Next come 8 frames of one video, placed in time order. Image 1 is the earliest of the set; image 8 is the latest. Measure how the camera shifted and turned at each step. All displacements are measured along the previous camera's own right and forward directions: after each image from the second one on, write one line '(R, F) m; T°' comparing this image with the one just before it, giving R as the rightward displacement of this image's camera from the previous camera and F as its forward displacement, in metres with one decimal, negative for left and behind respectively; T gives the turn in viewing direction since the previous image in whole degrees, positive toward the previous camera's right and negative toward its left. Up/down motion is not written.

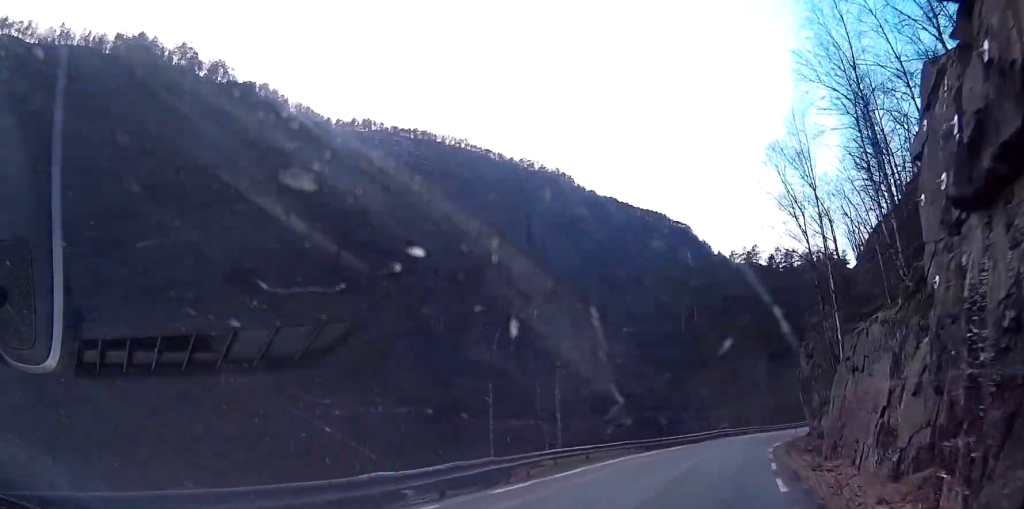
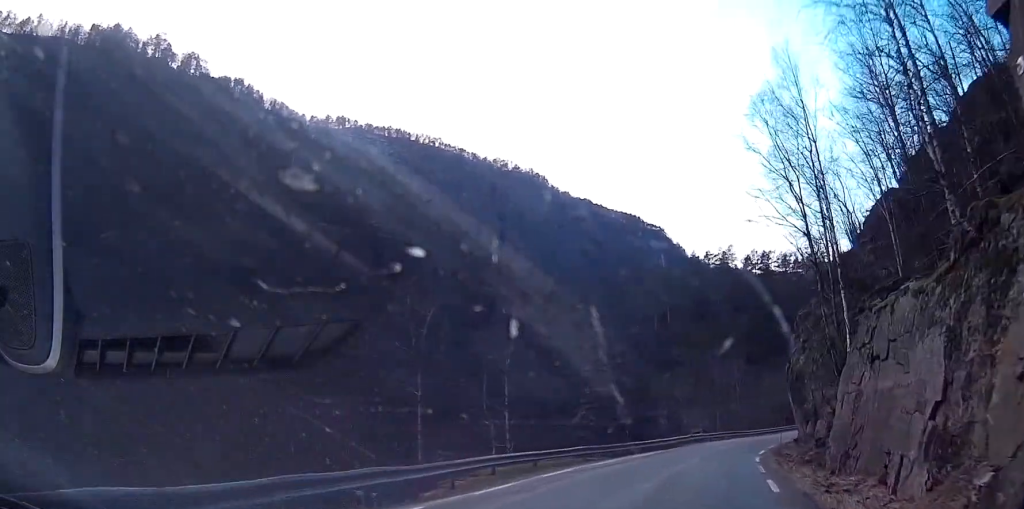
(-0.1, +5.1) m; +2°
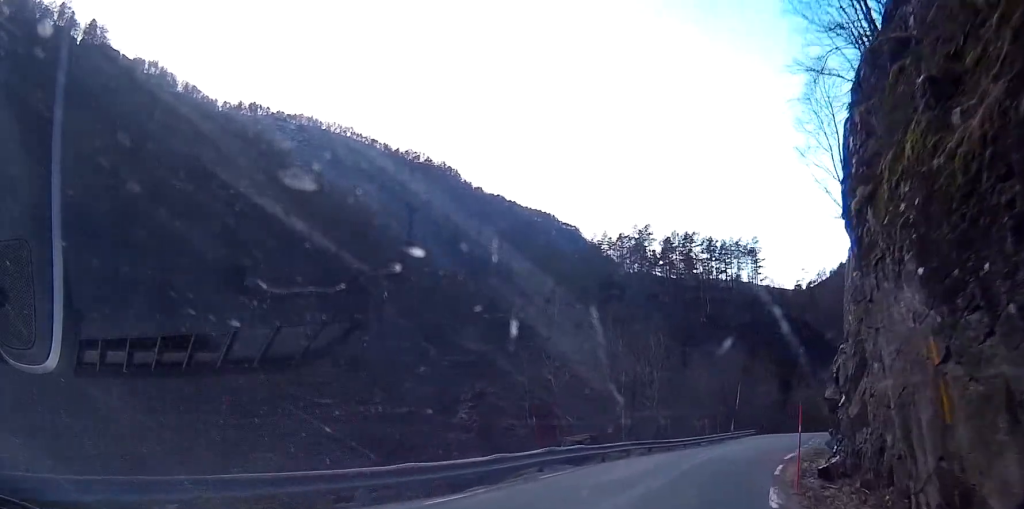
(+1.2, +24.2) m; +6°
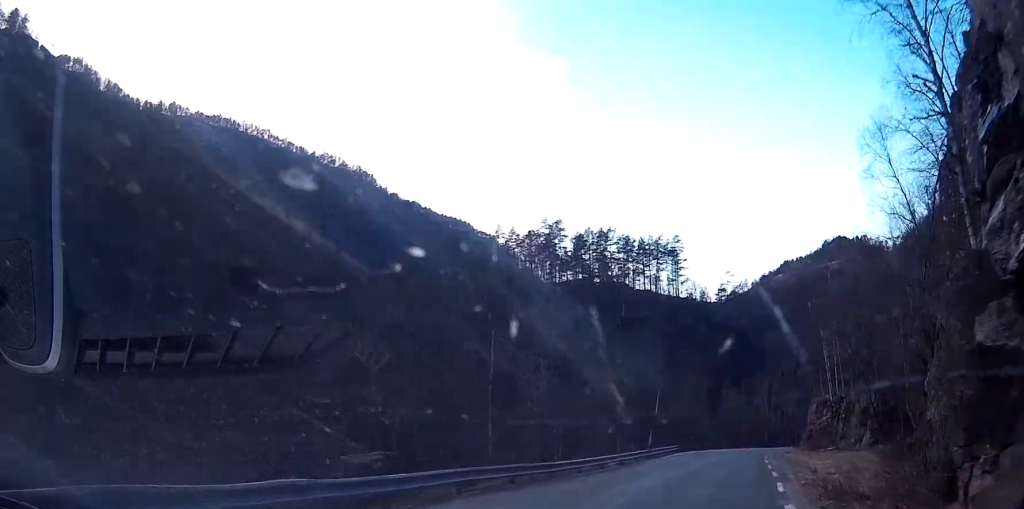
(+0.8, +13.0) m; +8°
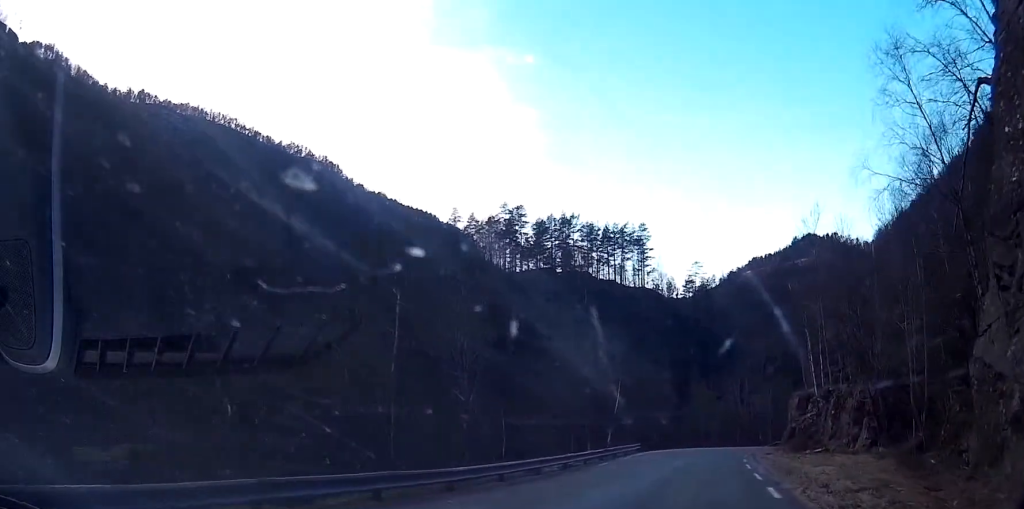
(+0.1, +6.4) m; +4°
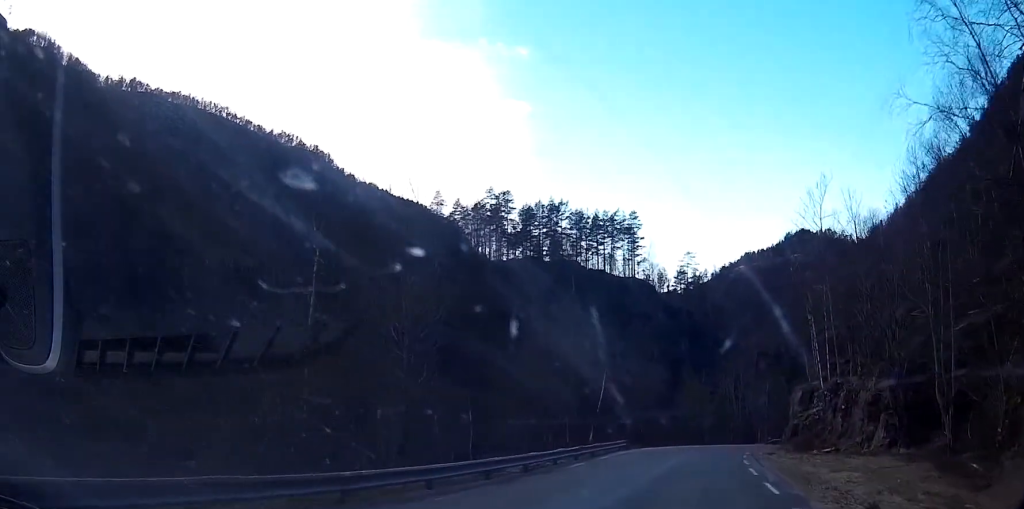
(+0.3, +4.5) m; +2°
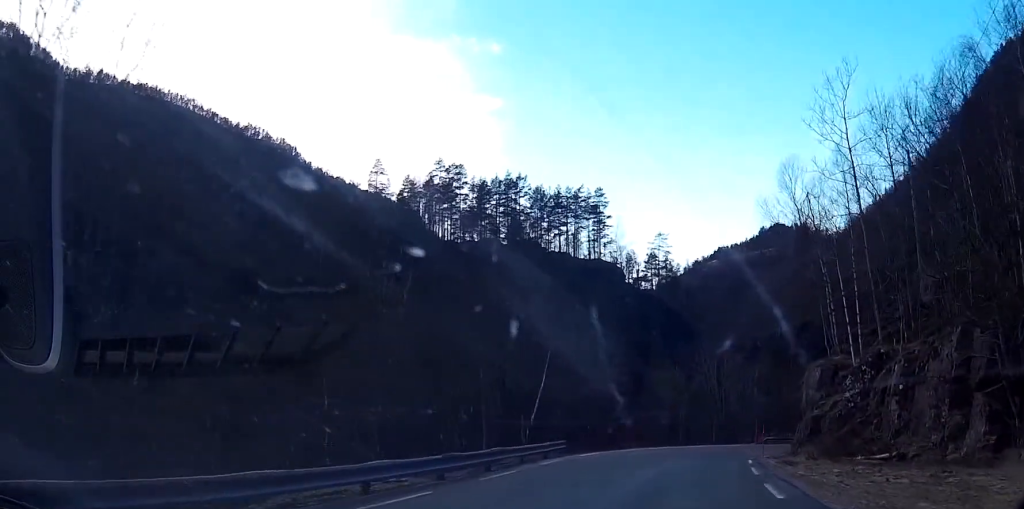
(+0.3, +11.8) m; -1°
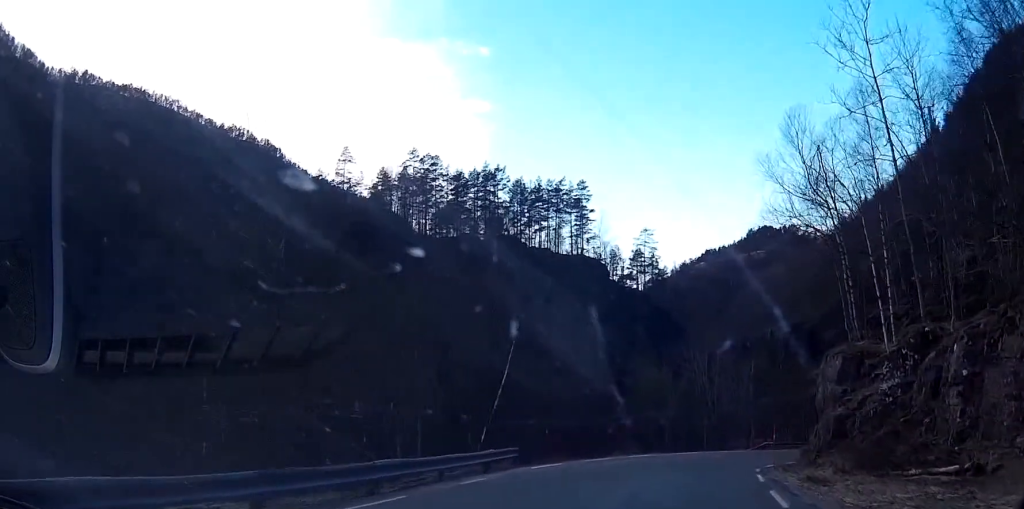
(-0.2, +5.1) m; -2°
